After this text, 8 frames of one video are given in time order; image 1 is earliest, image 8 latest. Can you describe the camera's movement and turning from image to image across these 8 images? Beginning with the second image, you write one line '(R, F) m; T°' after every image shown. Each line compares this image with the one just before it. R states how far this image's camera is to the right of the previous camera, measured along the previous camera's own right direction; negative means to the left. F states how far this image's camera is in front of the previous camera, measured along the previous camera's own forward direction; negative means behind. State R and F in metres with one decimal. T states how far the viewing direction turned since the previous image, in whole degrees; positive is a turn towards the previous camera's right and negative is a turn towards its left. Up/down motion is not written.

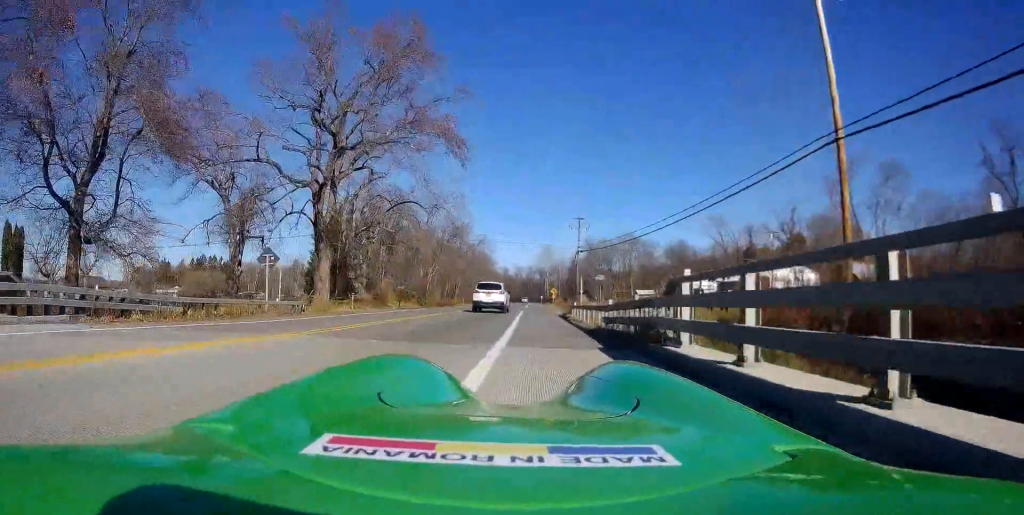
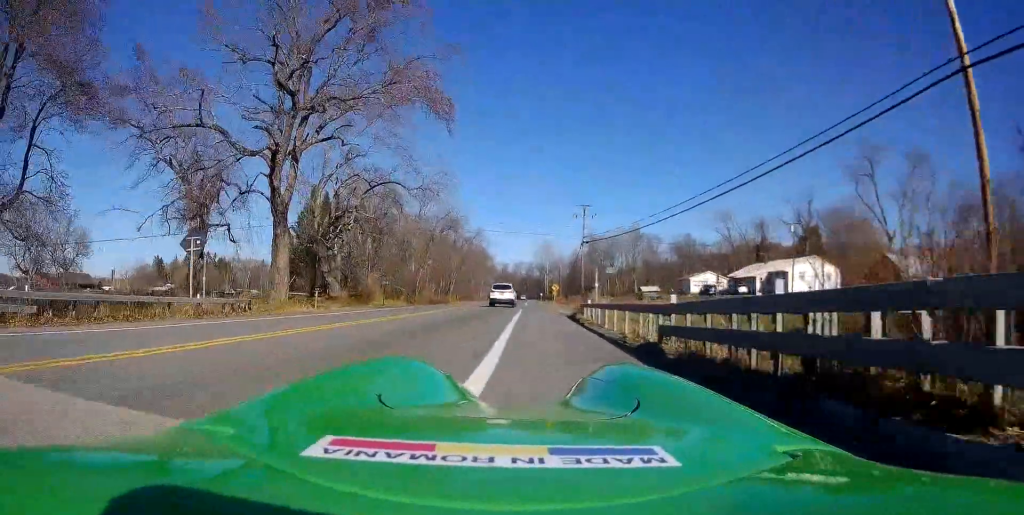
(0.0, +6.9) m; +1°
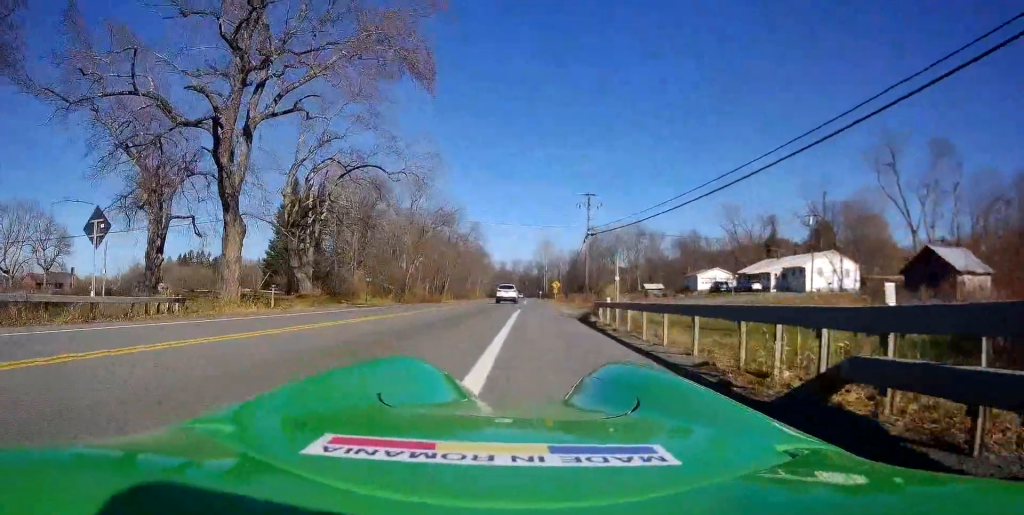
(+0.1, +5.8) m; -2°
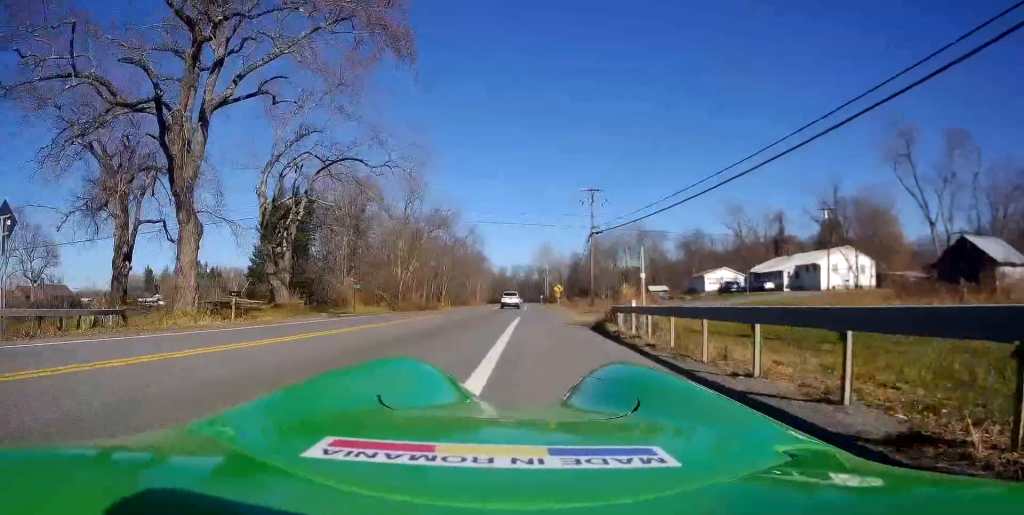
(0.0, +4.0) m; -1°
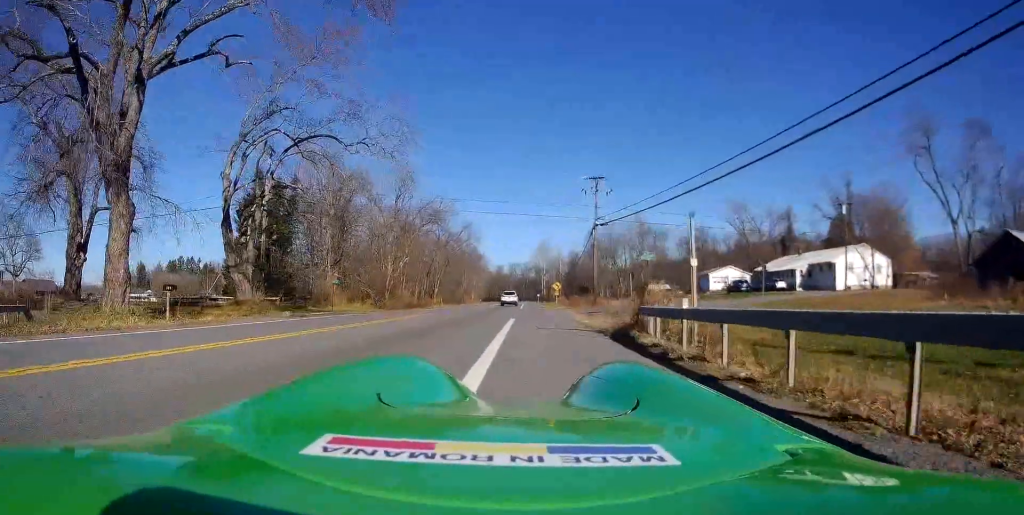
(-0.2, +4.6) m; -2°
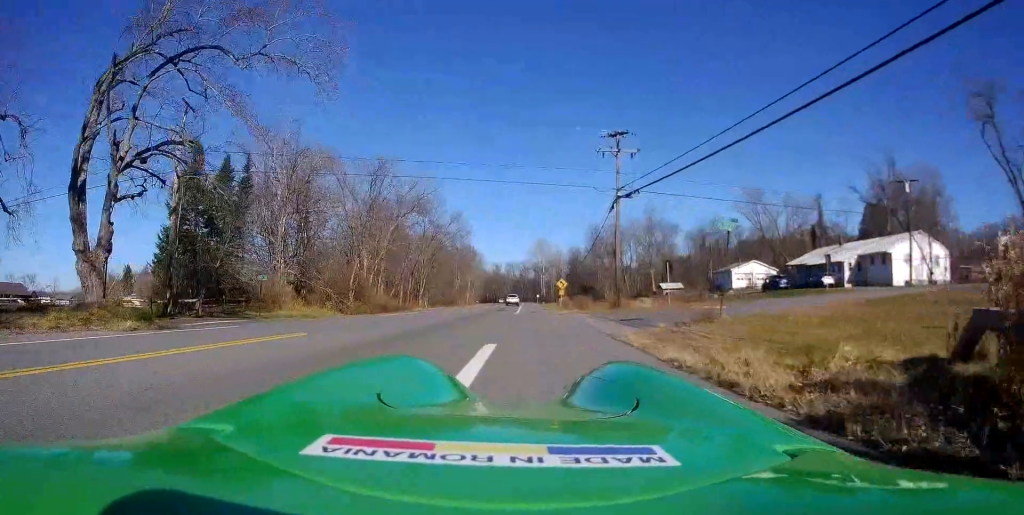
(-0.1, +12.0) m; +2°
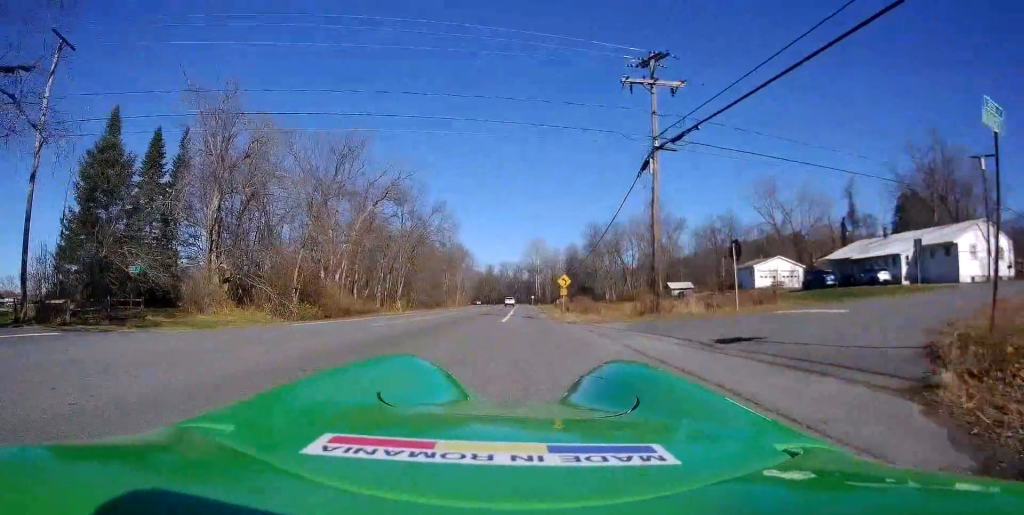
(+0.4, +11.0) m; +1°
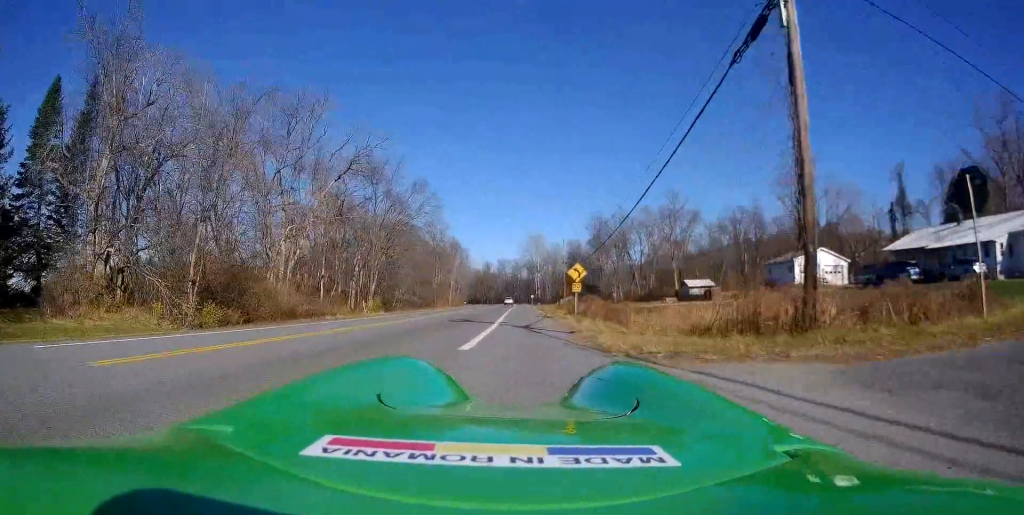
(-0.4, +12.4) m; -3°
